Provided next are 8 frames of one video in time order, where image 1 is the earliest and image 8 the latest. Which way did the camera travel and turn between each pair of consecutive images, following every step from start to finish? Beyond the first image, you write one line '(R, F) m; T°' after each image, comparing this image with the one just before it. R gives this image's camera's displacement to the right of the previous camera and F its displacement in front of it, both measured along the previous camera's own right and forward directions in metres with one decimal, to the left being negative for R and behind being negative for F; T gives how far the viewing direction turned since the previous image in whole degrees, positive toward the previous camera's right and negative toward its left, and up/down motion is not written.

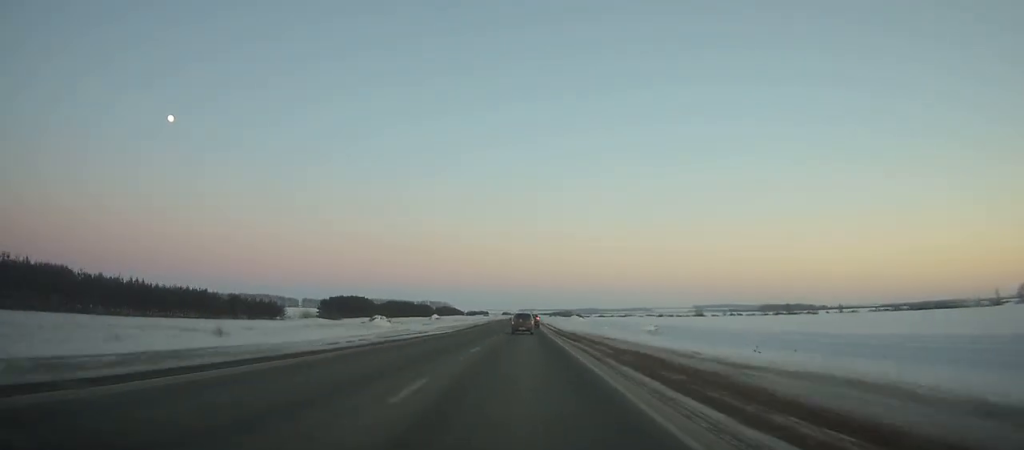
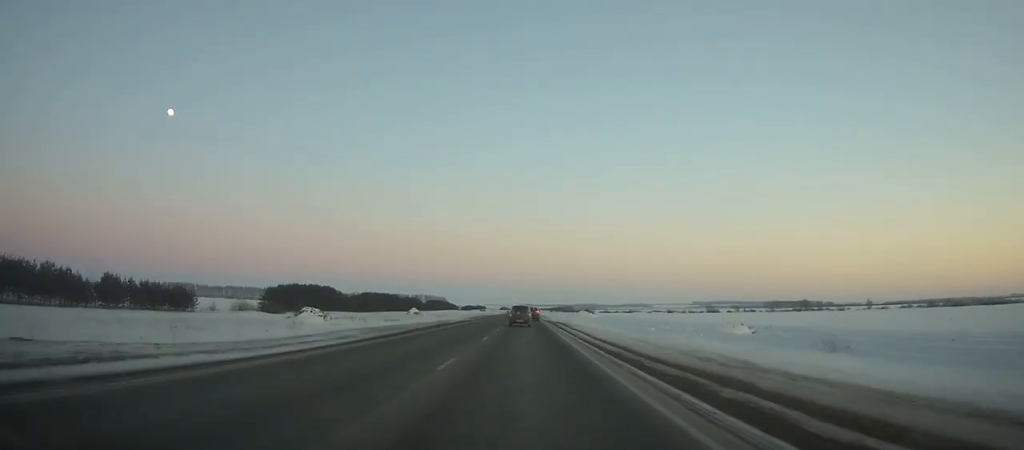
(0.0, +44.9) m; 0°
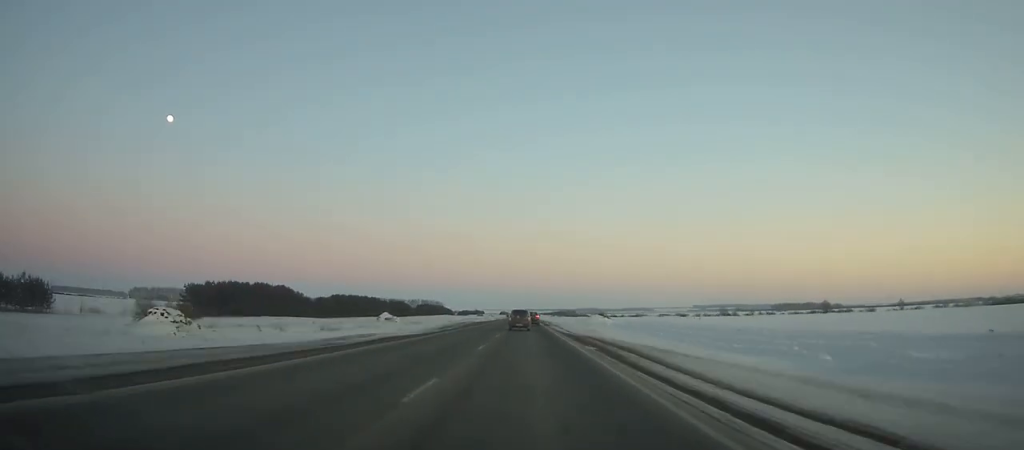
(0.0, +39.7) m; 0°
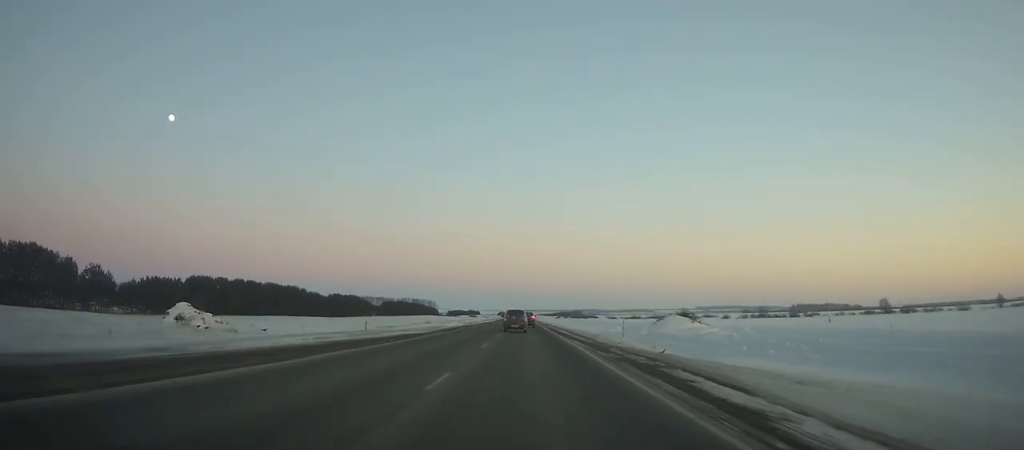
(+0.2, +93.4) m; 0°
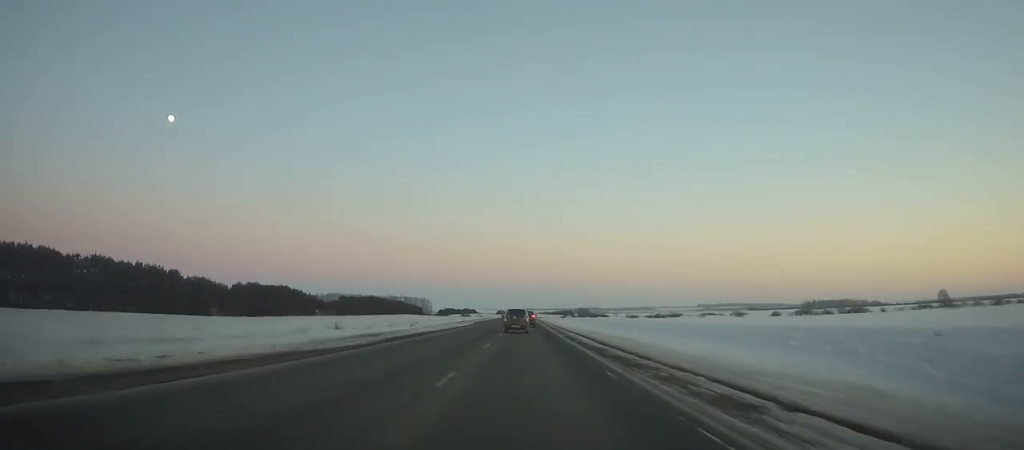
(-0.1, +69.6) m; 0°
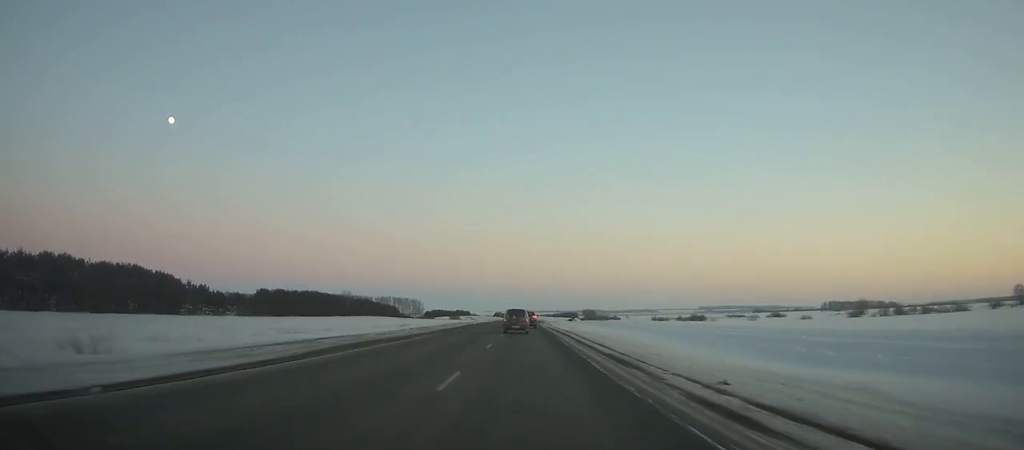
(0.0, +72.3) m; 0°
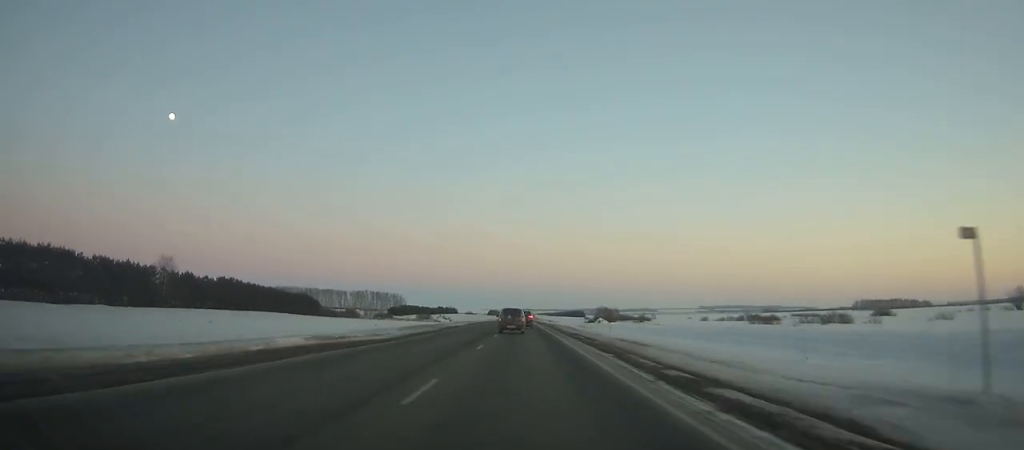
(0.0, +123.0) m; 0°
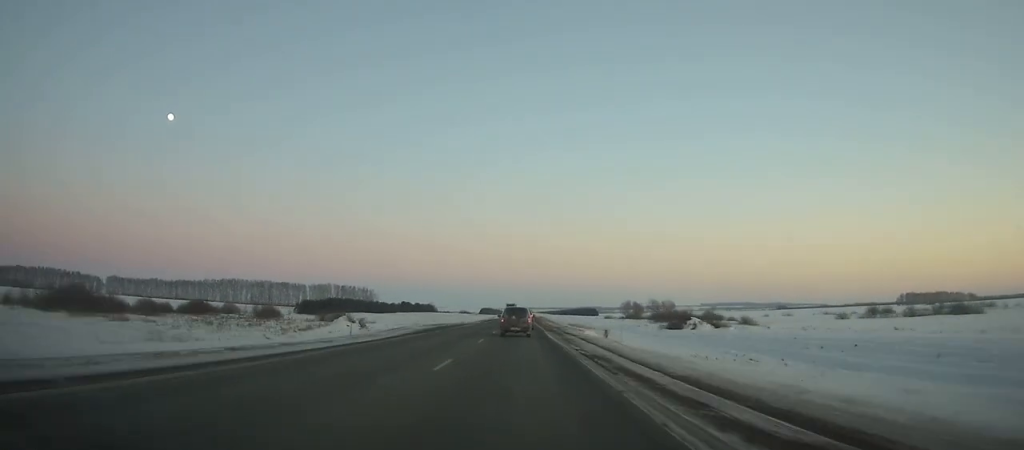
(-0.1, +139.0) m; 0°
